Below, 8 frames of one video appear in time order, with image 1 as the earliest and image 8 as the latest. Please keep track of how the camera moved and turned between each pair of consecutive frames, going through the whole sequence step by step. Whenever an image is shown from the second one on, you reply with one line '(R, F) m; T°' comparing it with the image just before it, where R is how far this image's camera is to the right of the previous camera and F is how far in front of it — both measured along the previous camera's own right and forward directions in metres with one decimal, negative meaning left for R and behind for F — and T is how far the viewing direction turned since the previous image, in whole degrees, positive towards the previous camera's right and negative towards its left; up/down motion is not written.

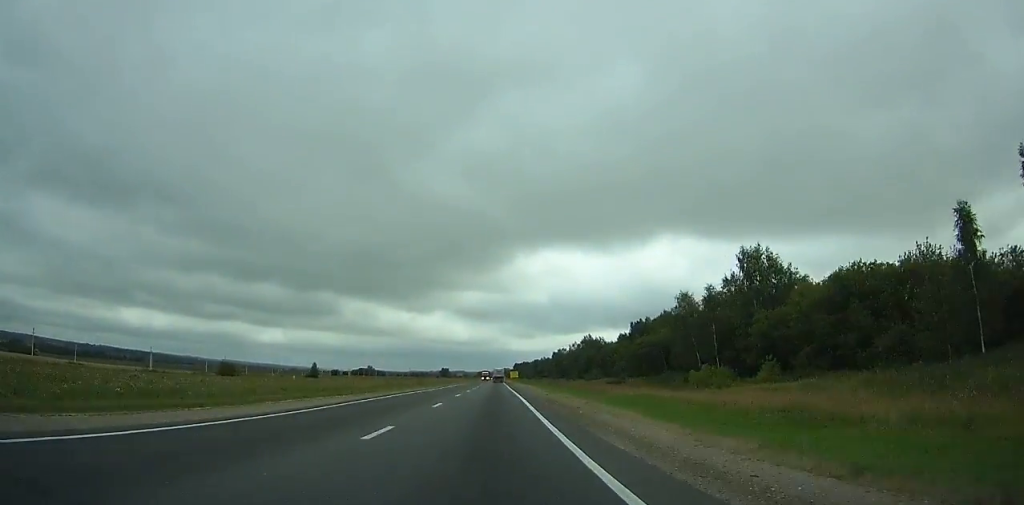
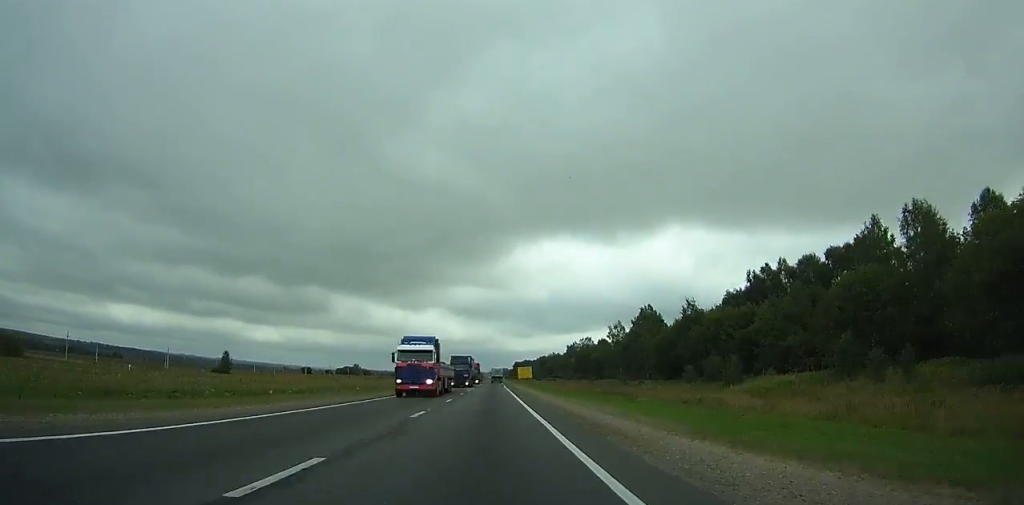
(-0.1, +102.3) m; 0°
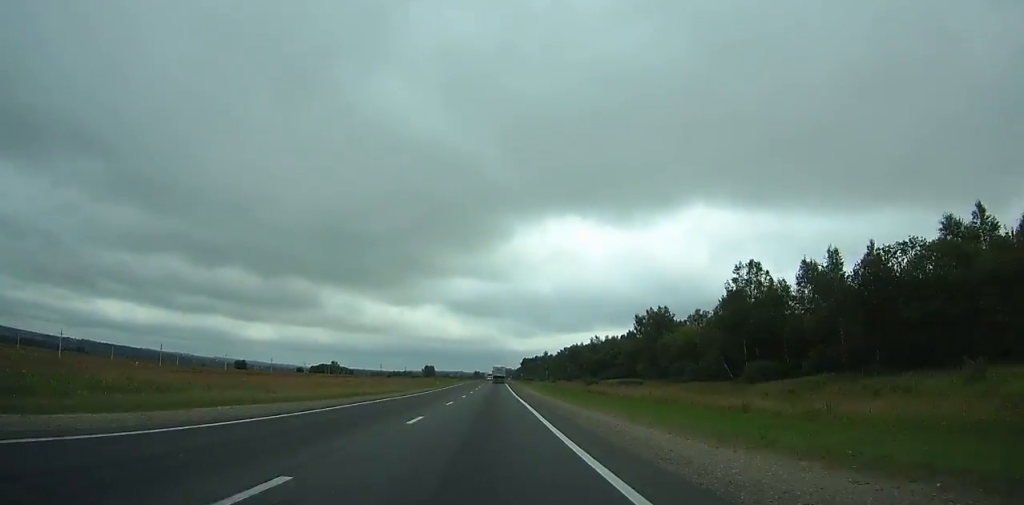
(0.0, +168.5) m; 0°
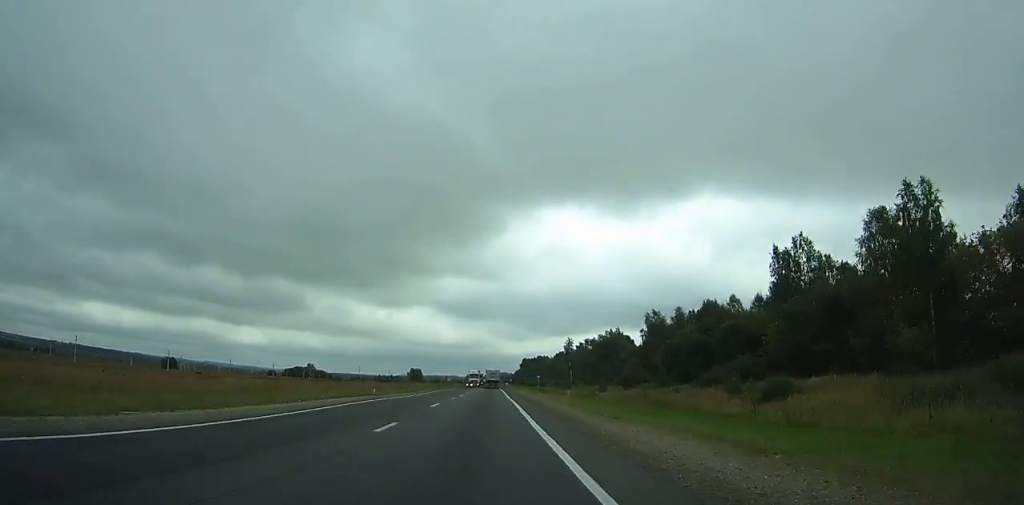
(+0.2, +95.4) m; 0°
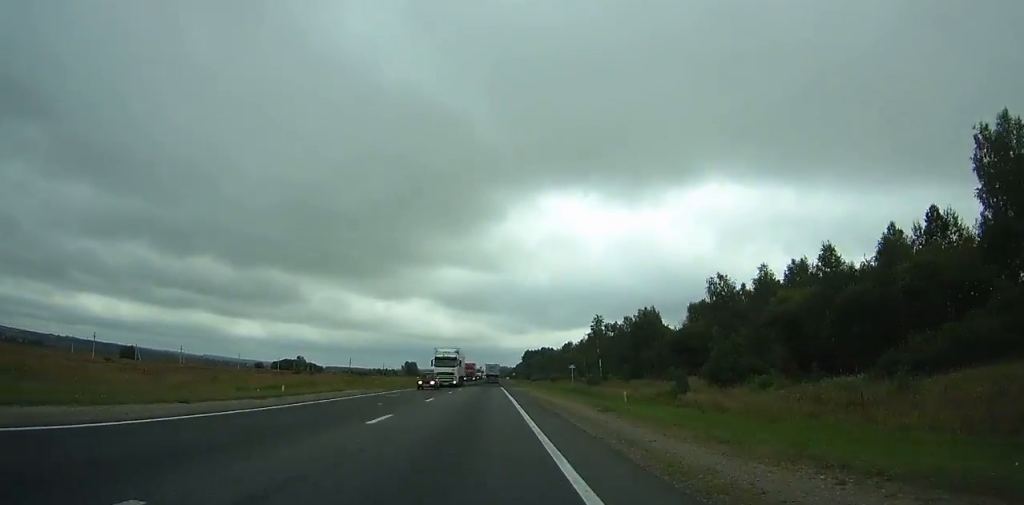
(+0.2, +45.3) m; 0°
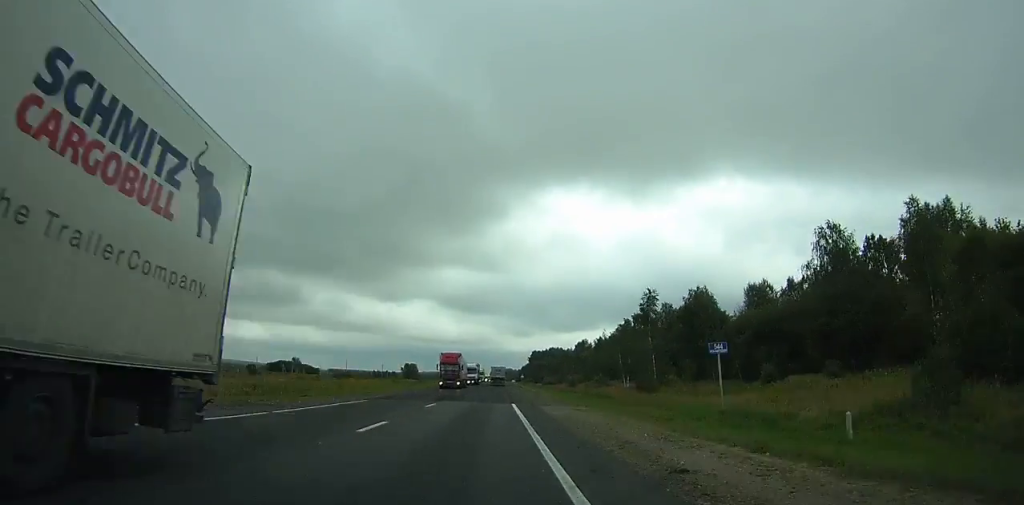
(0.0, +37.2) m; 0°
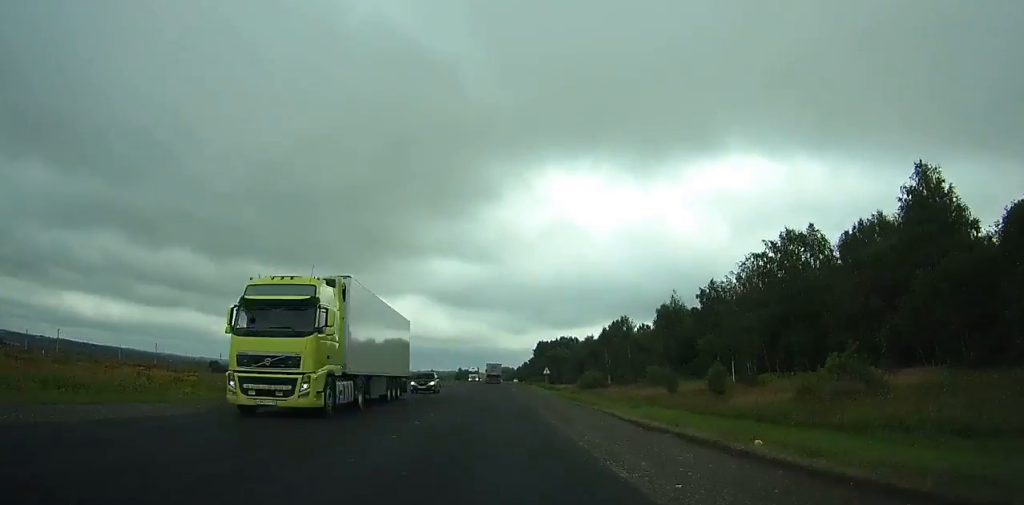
(-0.1, +92.2) m; 0°
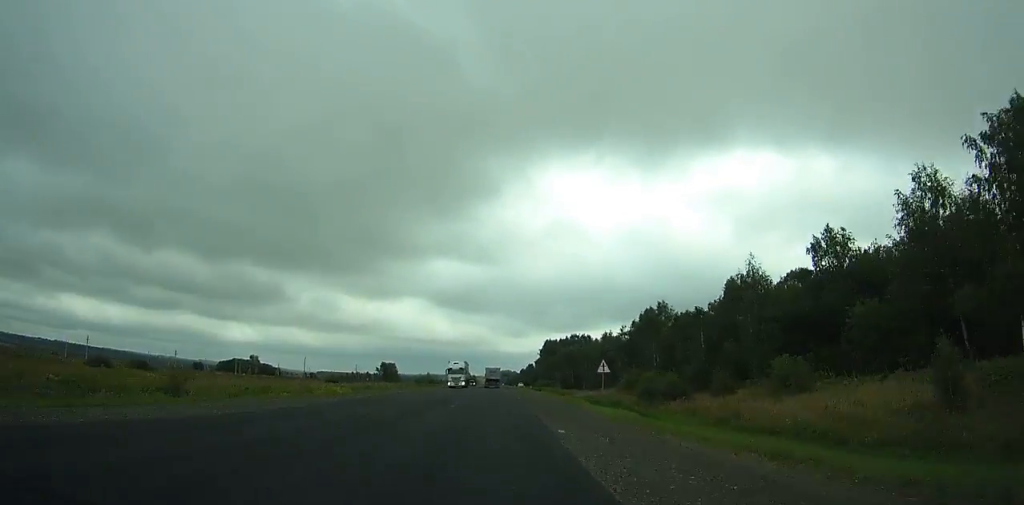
(0.0, +40.5) m; 0°
